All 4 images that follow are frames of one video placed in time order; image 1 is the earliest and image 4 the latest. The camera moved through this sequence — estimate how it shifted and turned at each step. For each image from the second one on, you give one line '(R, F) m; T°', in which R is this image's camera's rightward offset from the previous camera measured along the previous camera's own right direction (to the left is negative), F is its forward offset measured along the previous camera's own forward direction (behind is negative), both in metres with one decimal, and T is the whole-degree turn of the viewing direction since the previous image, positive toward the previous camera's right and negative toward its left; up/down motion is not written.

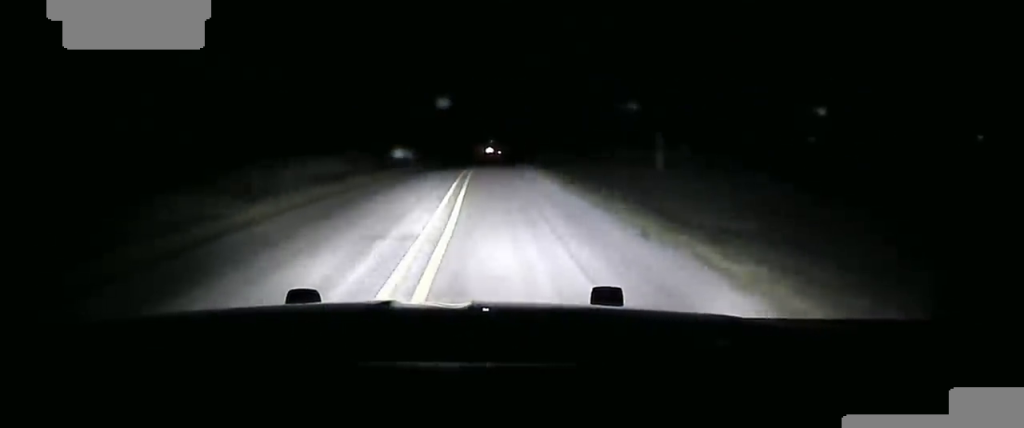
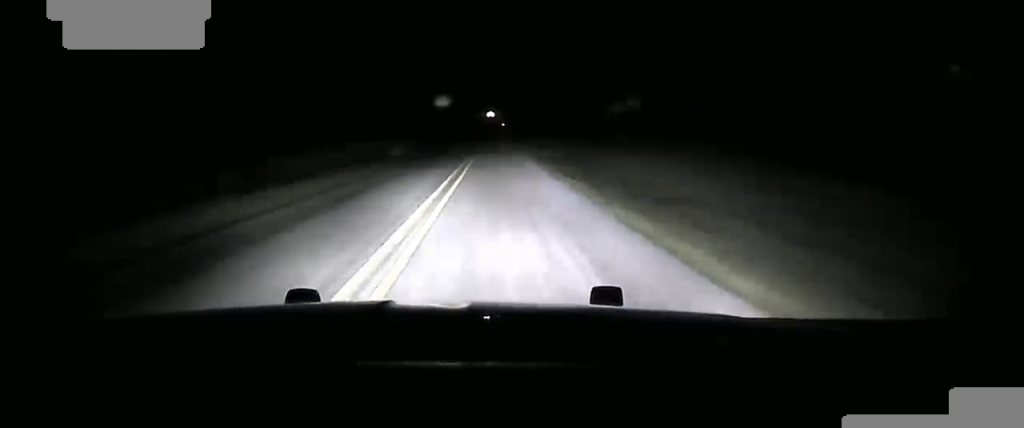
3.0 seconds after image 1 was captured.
(+0.2, +83.9) m; +1°
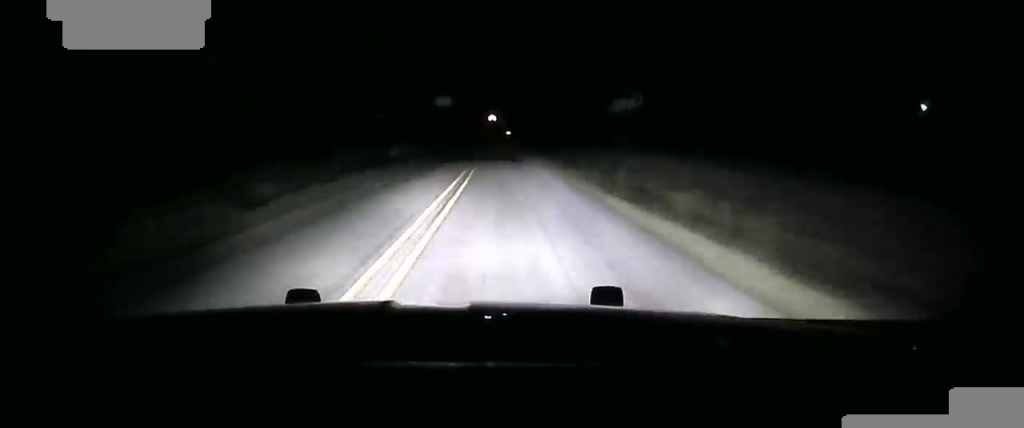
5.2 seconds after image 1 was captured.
(0.0, +80.4) m; 0°
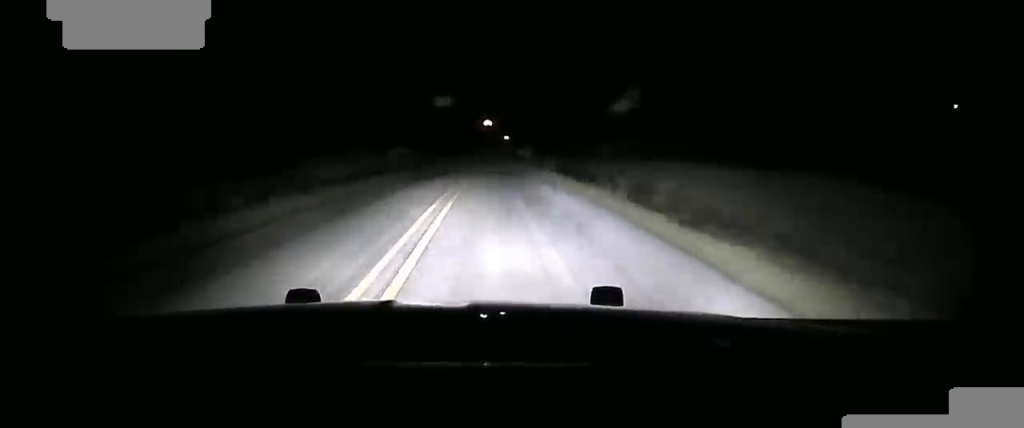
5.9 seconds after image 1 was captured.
(0.0, +25.2) m; 0°
